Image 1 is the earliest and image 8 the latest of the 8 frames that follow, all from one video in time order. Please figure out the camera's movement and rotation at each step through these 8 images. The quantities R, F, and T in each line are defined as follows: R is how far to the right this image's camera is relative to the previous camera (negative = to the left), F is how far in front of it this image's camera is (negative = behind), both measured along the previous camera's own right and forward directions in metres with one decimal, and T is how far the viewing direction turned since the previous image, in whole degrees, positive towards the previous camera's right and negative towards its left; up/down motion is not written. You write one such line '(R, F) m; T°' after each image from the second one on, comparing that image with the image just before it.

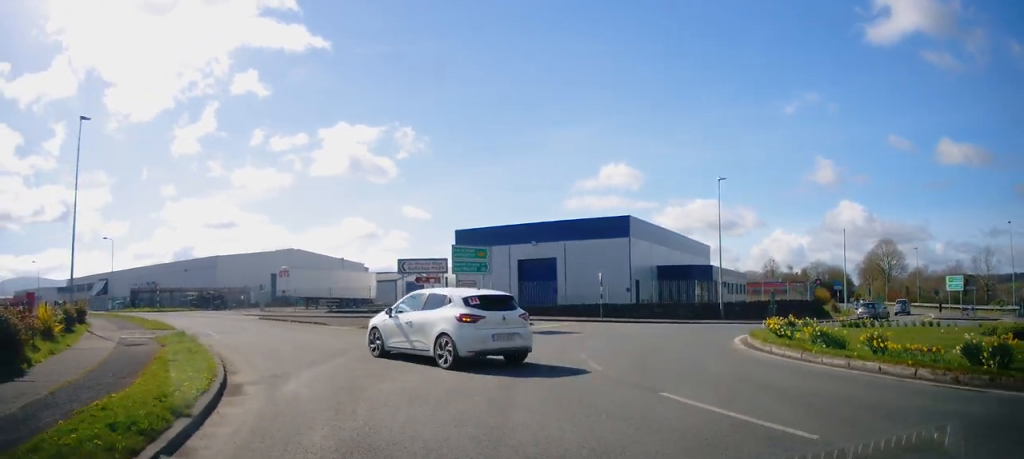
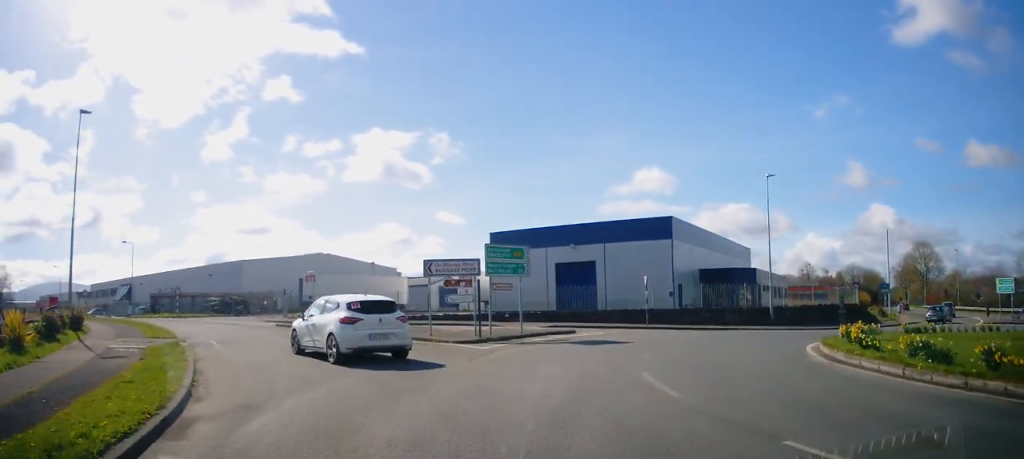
(-0.1, +2.8) m; -1°
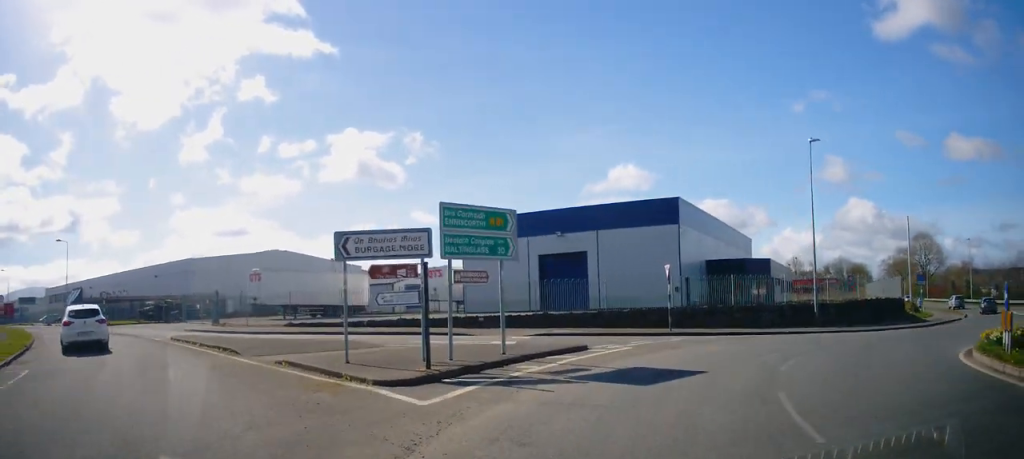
(+0.3, +8.8) m; +10°
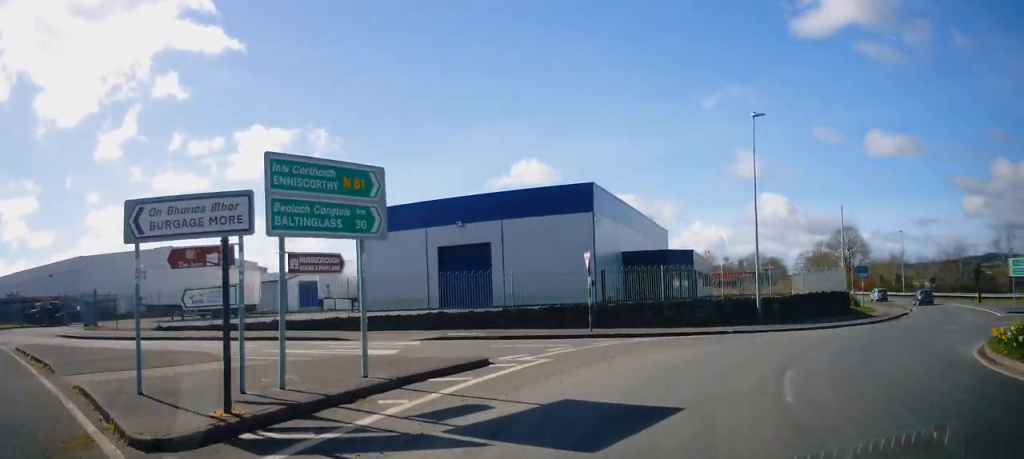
(-0.1, +4.2) m; +12°
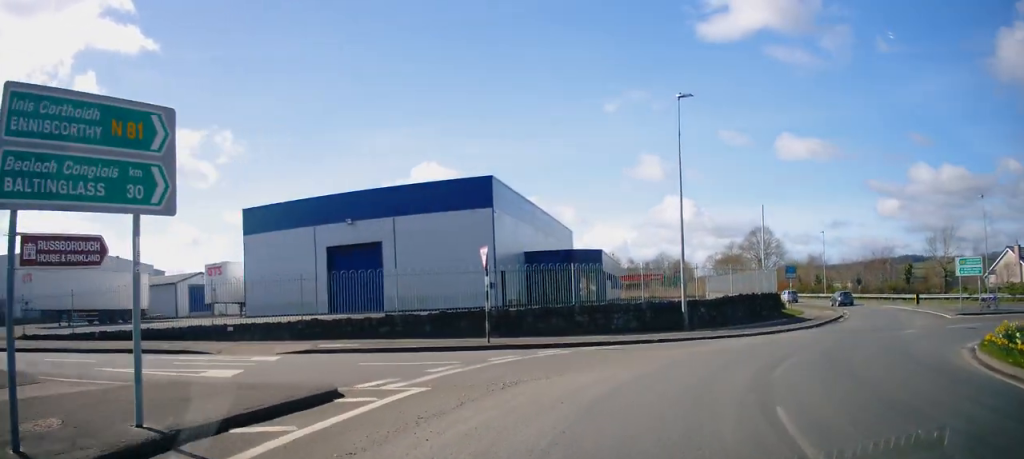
(+0.7, +3.3) m; +9°
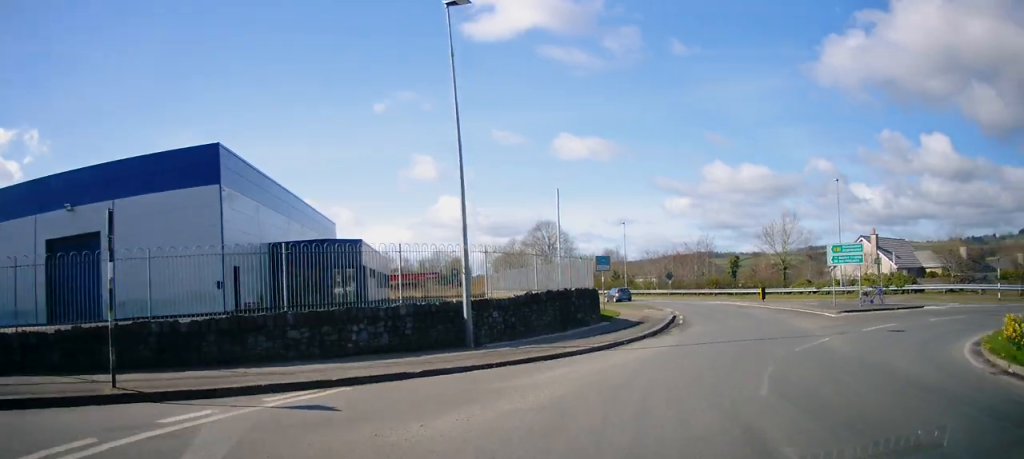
(+1.6, +8.6) m; +18°
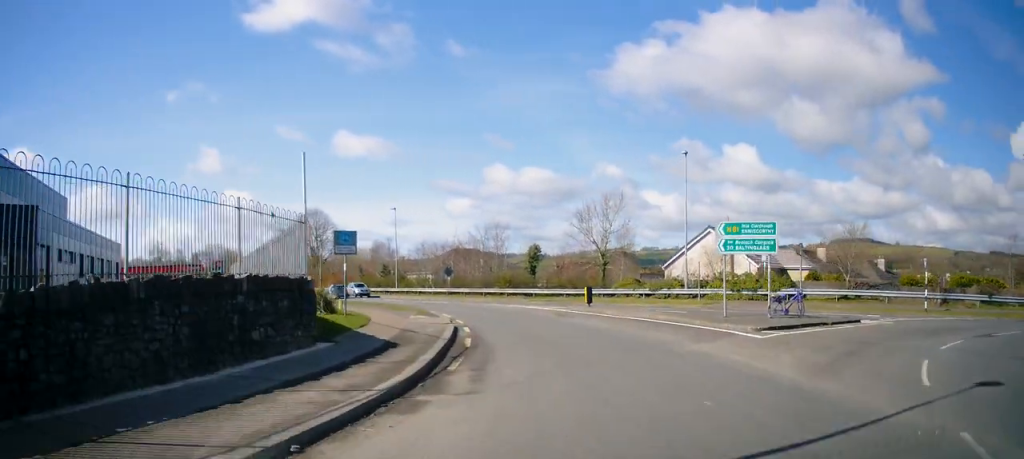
(+1.8, +12.3) m; +14°
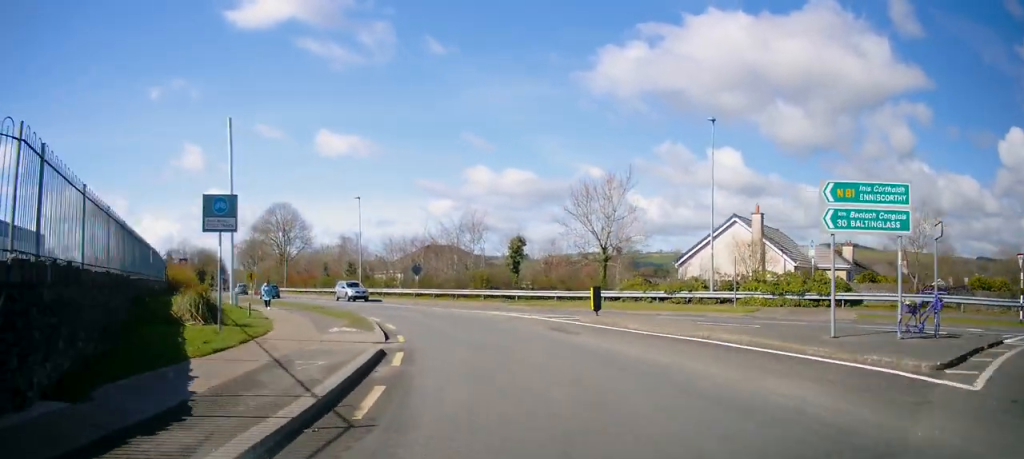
(+0.4, +8.4) m; -1°
